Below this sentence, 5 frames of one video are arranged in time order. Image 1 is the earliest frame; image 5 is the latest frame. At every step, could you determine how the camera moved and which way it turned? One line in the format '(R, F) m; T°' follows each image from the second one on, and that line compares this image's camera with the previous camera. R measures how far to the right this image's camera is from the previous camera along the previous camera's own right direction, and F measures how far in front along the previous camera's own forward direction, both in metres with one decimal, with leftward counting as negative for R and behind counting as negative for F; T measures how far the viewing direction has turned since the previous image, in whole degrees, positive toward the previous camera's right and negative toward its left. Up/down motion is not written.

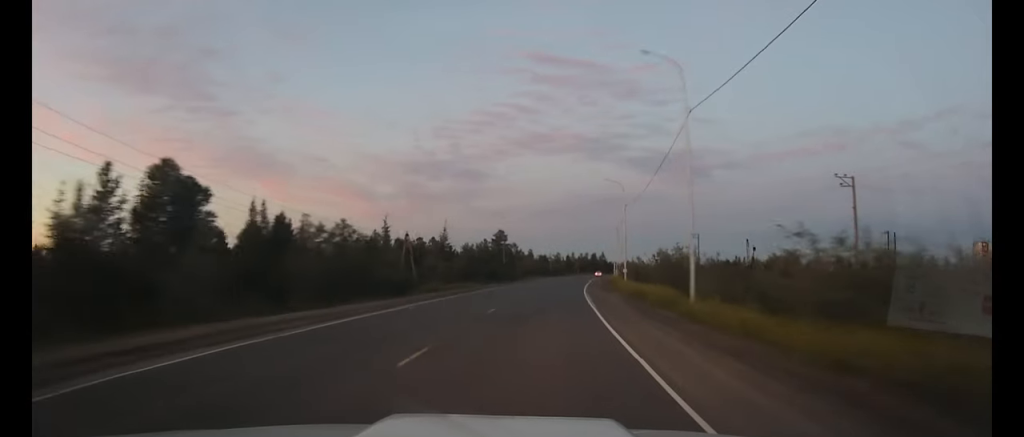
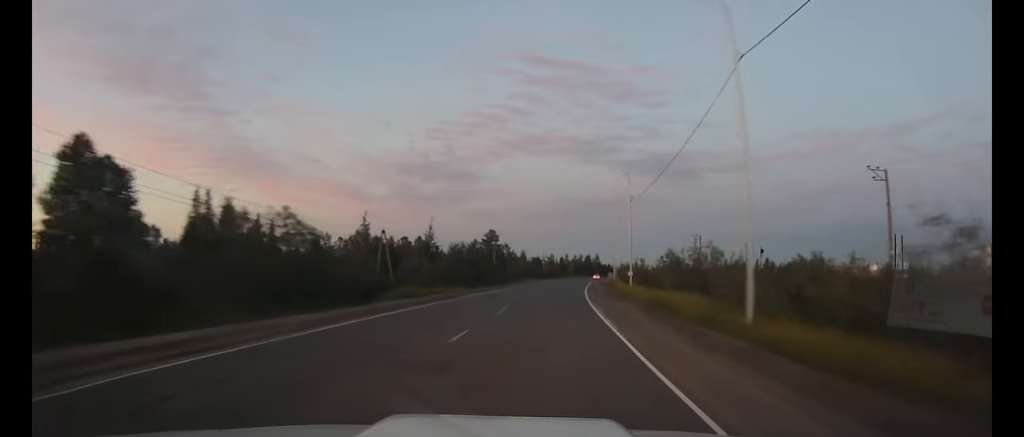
(+0.1, +7.3) m; +1°
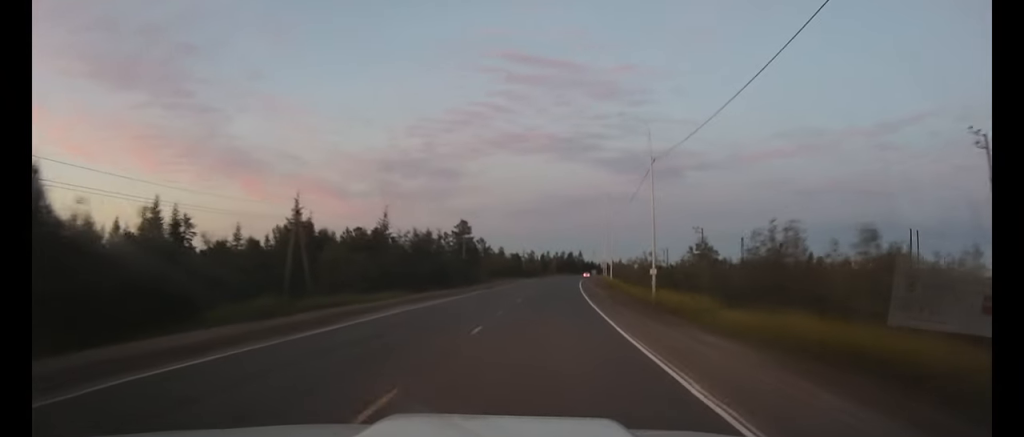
(+0.3, +17.0) m; +2°
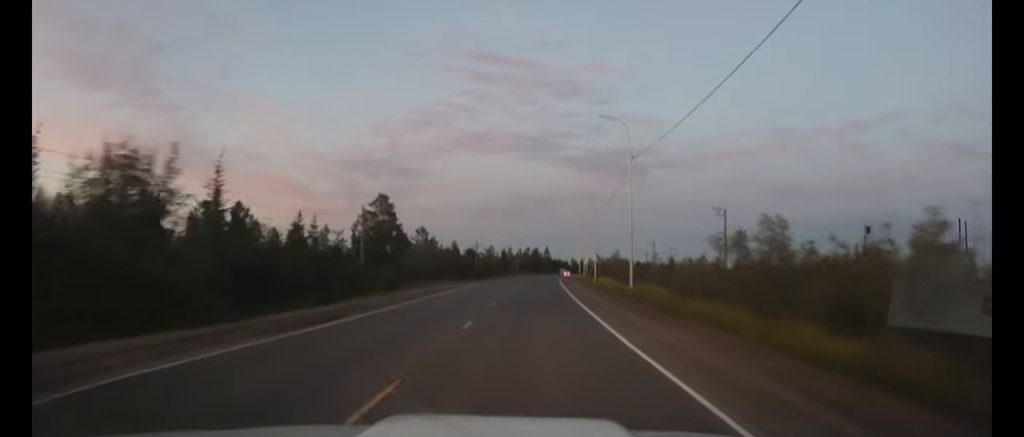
(+1.2, +34.7) m; +3°
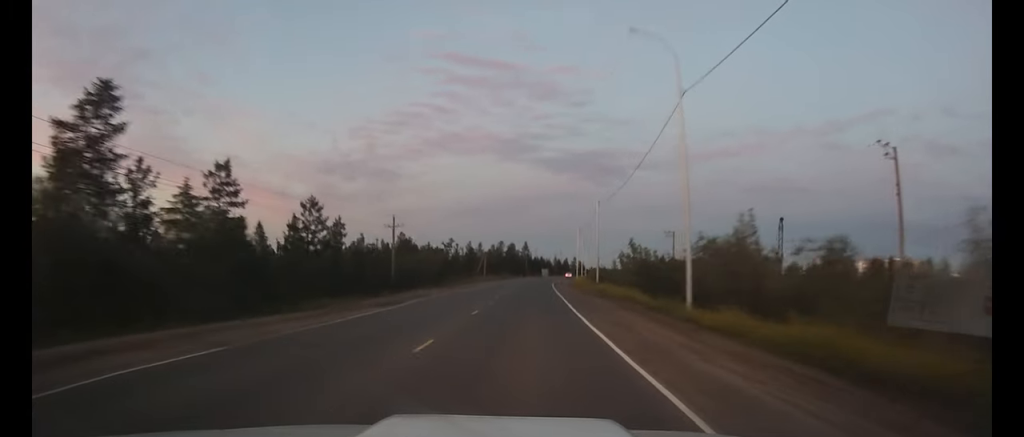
(+0.9, +48.9) m; +2°
